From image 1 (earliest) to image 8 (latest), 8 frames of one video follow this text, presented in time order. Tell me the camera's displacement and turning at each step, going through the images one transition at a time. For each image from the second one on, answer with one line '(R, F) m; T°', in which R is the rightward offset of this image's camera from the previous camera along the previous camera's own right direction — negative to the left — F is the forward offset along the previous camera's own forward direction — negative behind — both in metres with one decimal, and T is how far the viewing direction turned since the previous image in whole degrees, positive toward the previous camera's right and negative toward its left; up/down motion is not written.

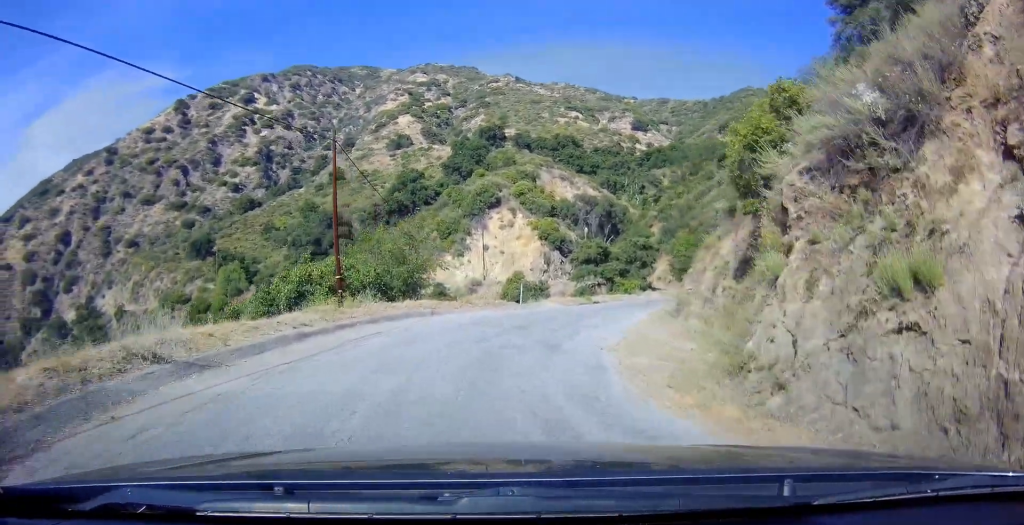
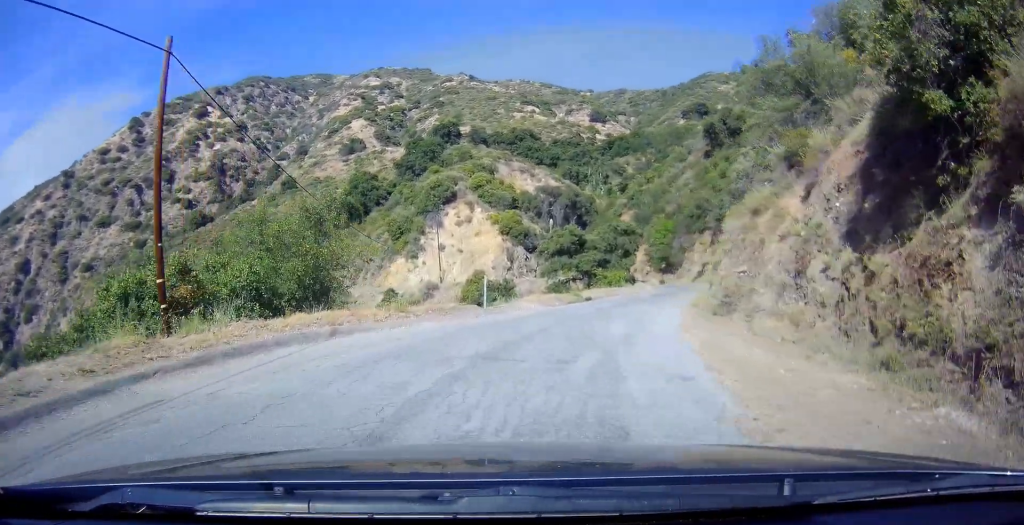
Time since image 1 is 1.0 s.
(0.0, +10.6) m; +5°
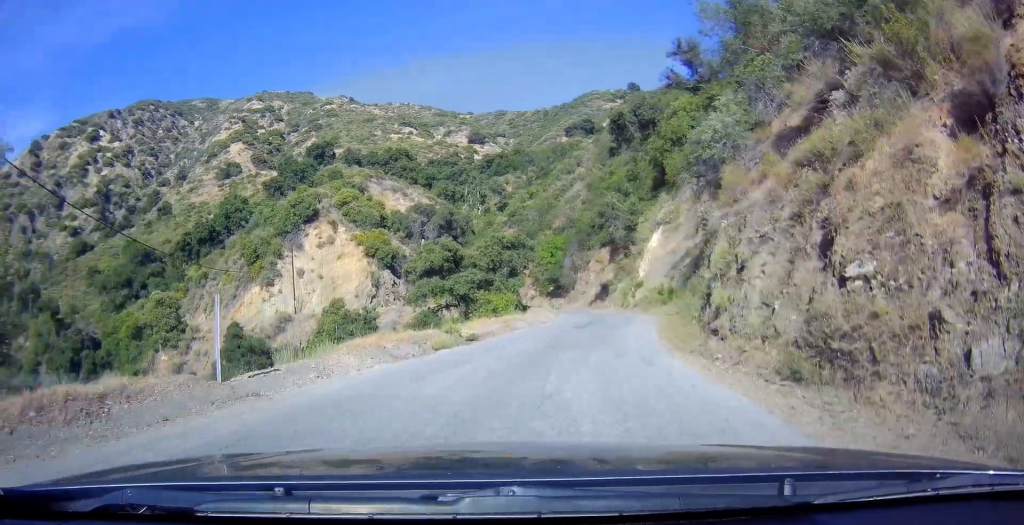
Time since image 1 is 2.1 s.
(+1.1, +12.1) m; +8°
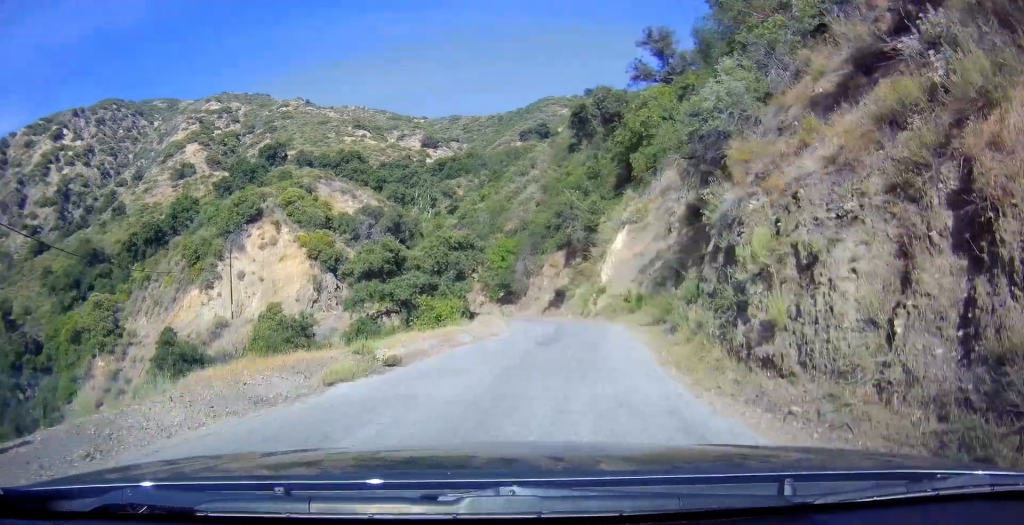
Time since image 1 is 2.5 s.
(+0.1, +4.7) m; +2°
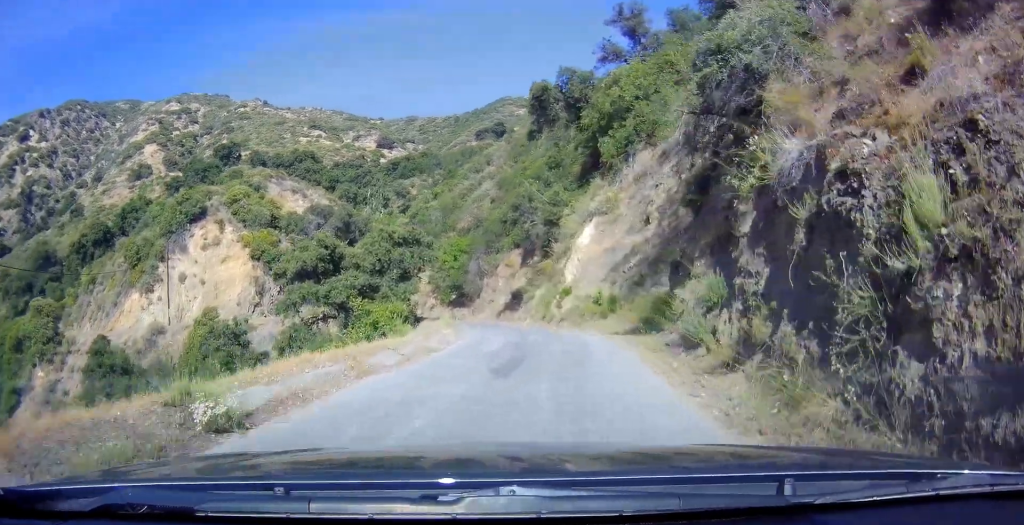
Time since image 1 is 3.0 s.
(0.0, +5.6) m; +2°
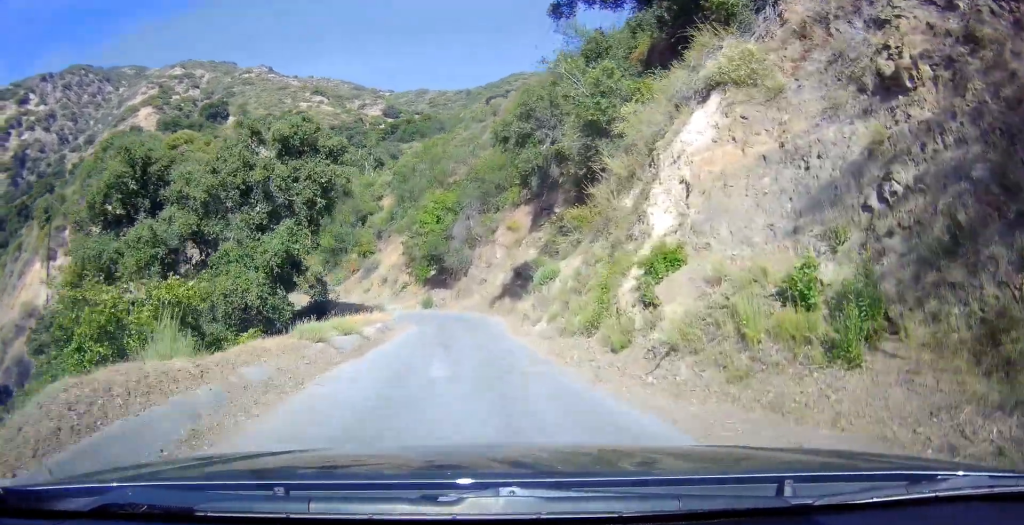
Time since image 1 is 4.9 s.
(+0.6, +23.3) m; 0°
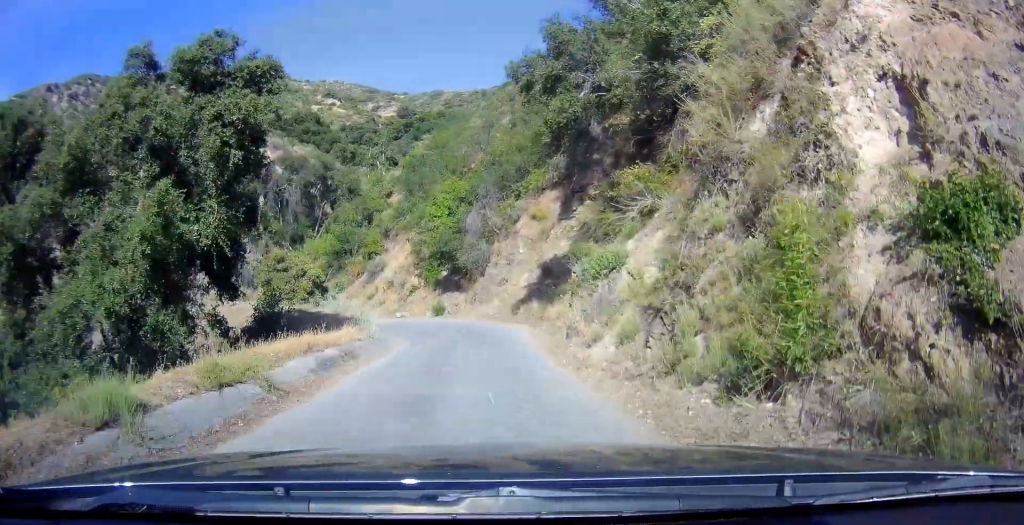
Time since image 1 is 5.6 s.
(0.0, +8.0) m; -4°
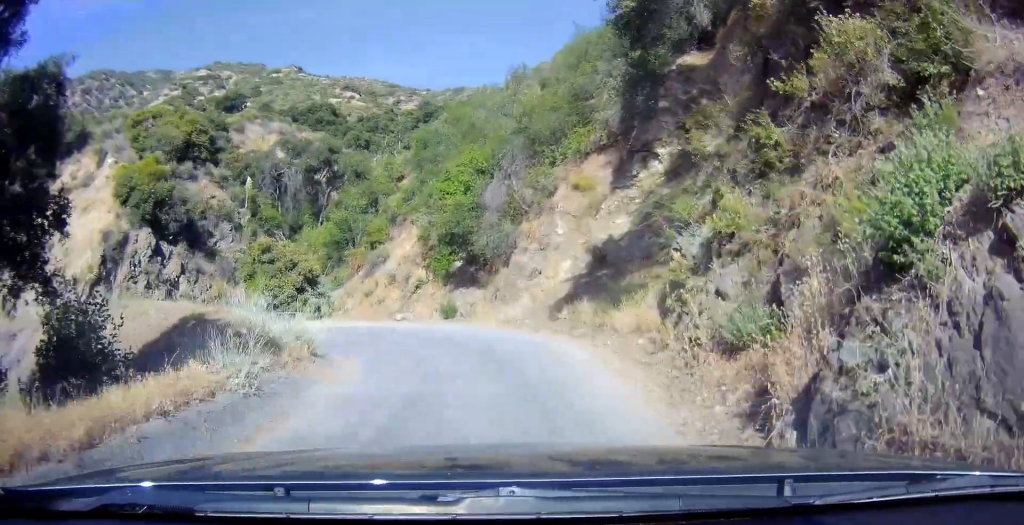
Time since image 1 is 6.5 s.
(-0.6, +10.4) m; -7°
